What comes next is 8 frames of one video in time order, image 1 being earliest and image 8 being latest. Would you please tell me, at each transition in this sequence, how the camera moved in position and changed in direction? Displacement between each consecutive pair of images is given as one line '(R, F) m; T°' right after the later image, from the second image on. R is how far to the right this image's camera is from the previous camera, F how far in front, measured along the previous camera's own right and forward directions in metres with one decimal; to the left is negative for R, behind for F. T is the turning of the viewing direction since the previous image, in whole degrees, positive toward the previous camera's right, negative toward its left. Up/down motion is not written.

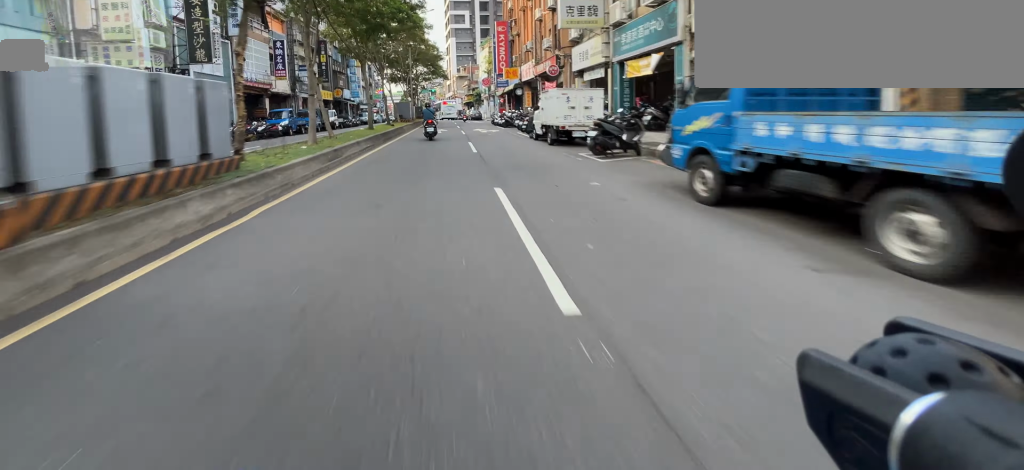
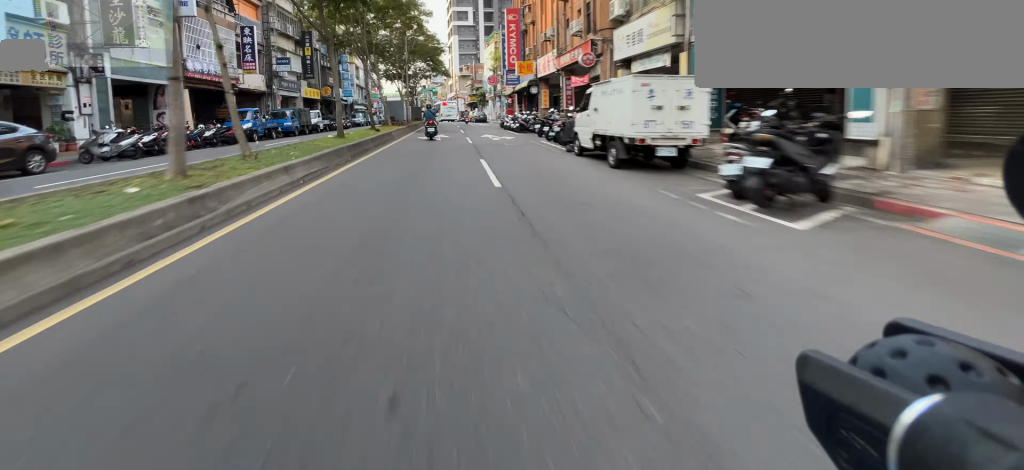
(0.0, +5.8) m; 0°
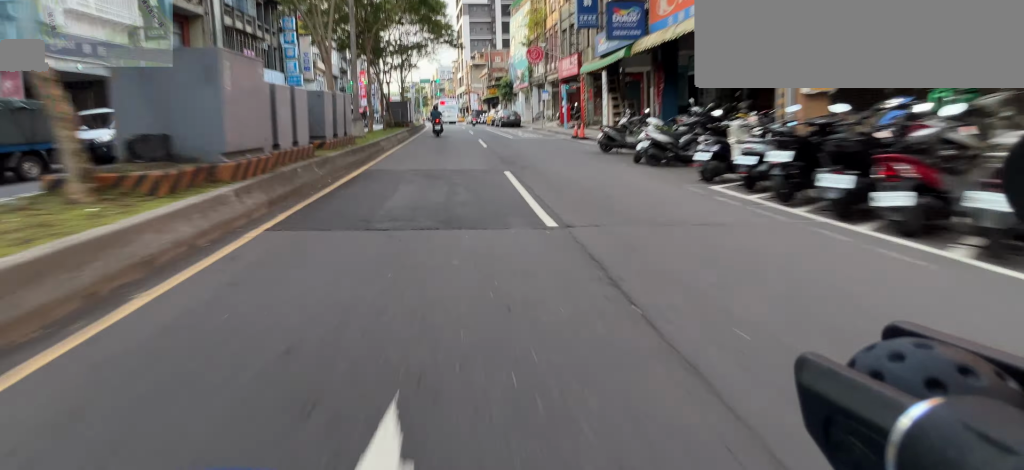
(+0.3, +21.9) m; +1°
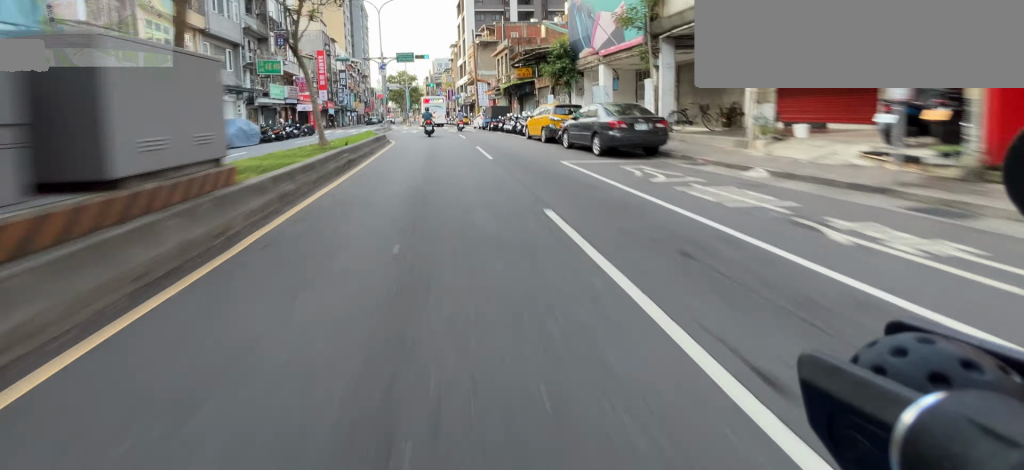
(-0.3, +23.7) m; -3°
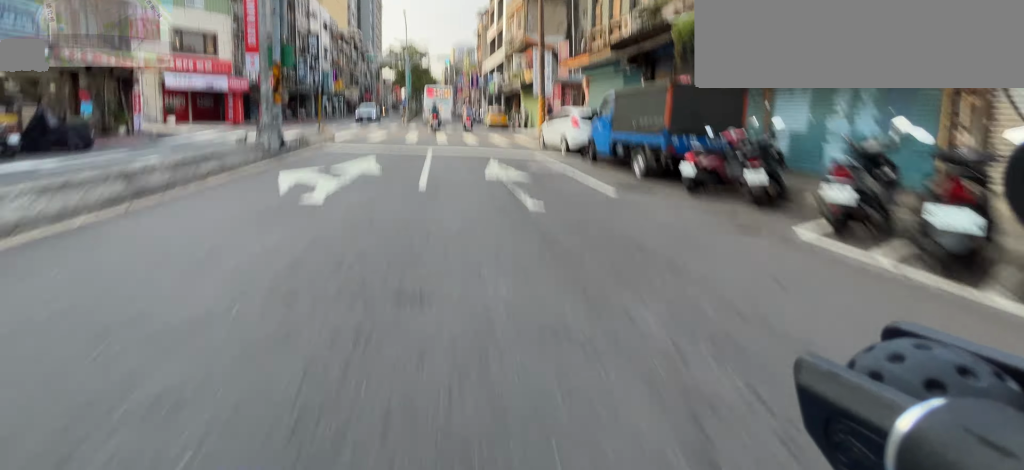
(-1.5, +24.2) m; -5°
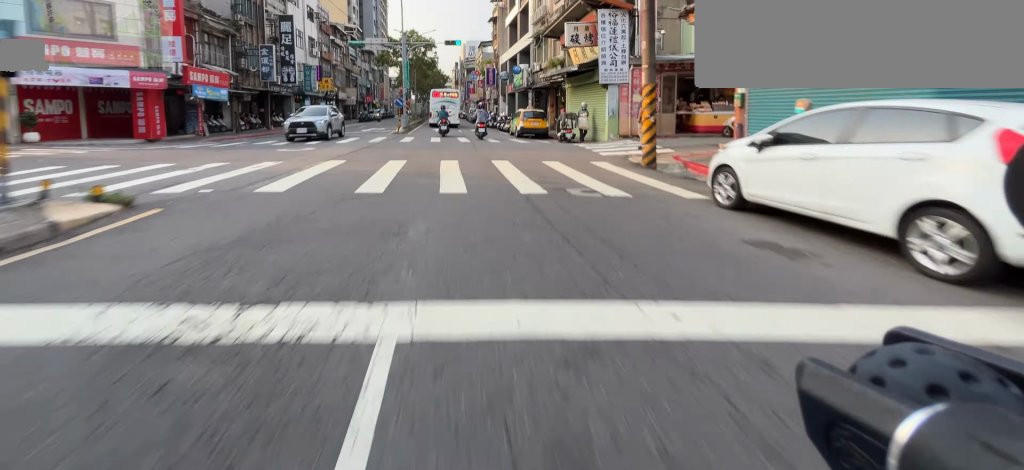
(0.0, +10.7) m; +1°
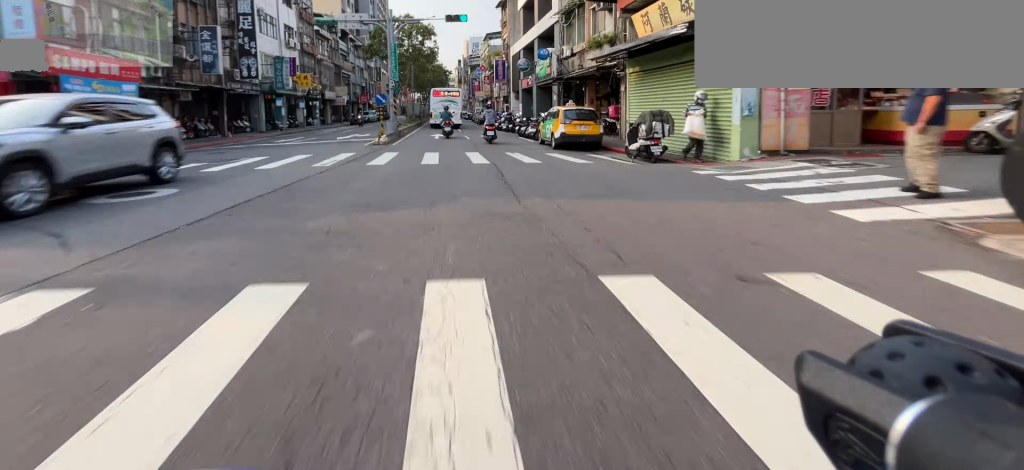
(+0.2, +7.4) m; +1°
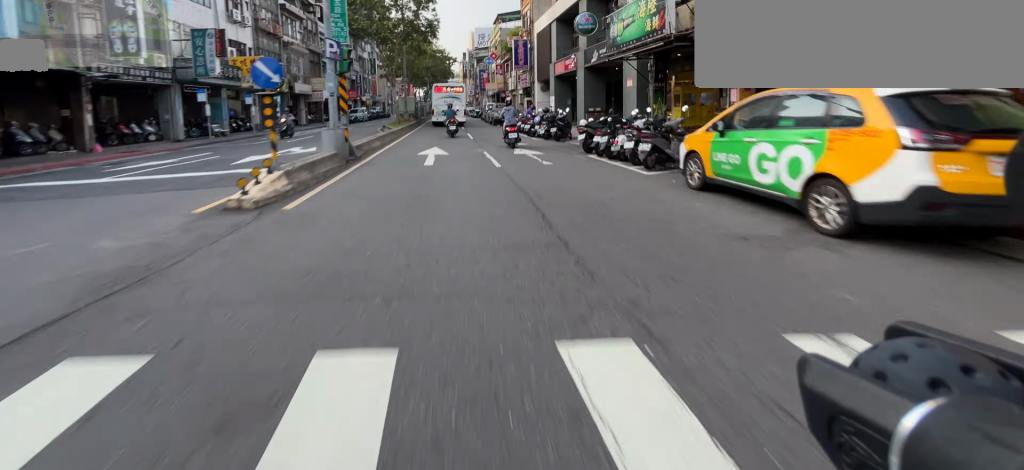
(+0.1, +11.2) m; 0°
